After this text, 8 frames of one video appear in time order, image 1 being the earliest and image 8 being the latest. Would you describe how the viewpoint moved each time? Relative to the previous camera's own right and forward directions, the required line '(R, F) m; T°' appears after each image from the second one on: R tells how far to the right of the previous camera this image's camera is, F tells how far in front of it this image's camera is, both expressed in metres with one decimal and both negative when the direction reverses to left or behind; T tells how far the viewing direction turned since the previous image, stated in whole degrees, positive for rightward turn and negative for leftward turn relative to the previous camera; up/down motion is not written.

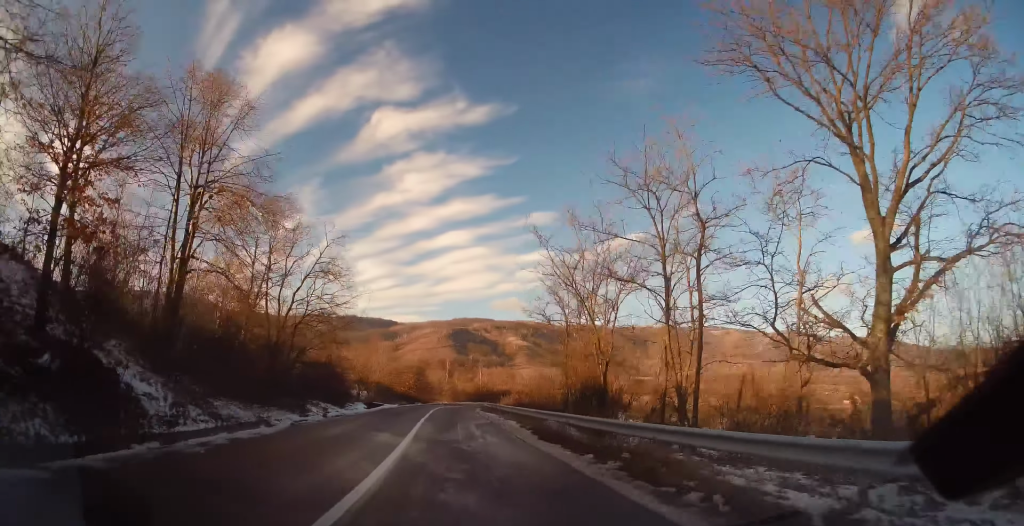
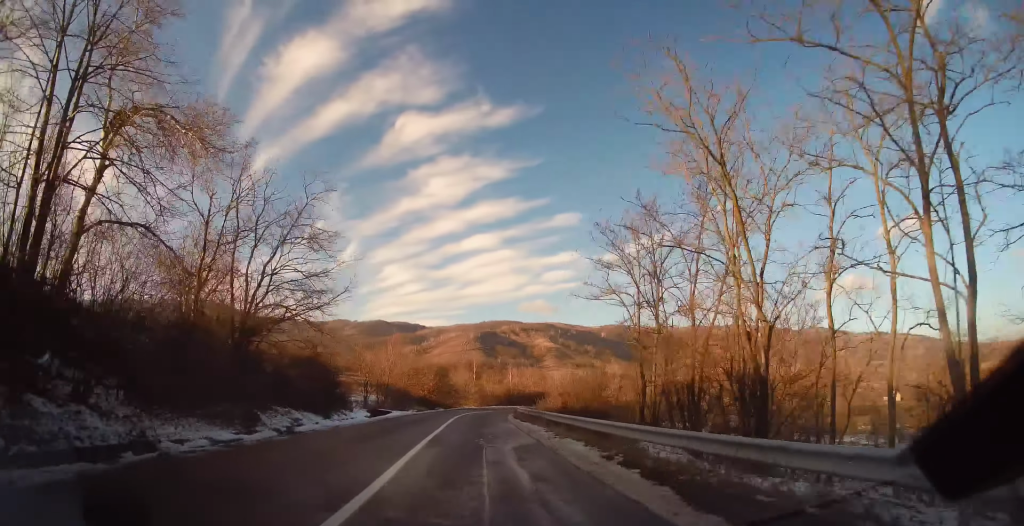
(+0.2, +9.2) m; -3°
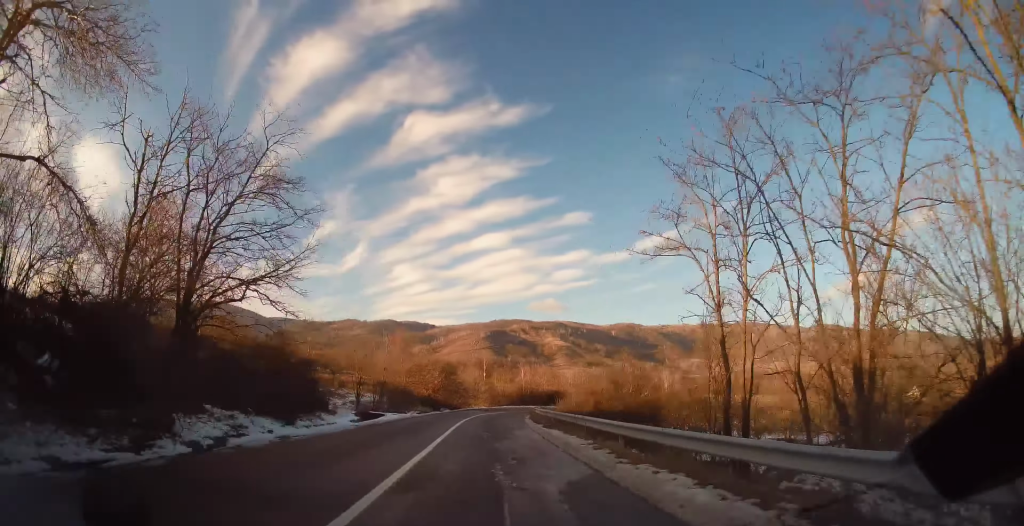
(-0.3, +6.4) m; 0°
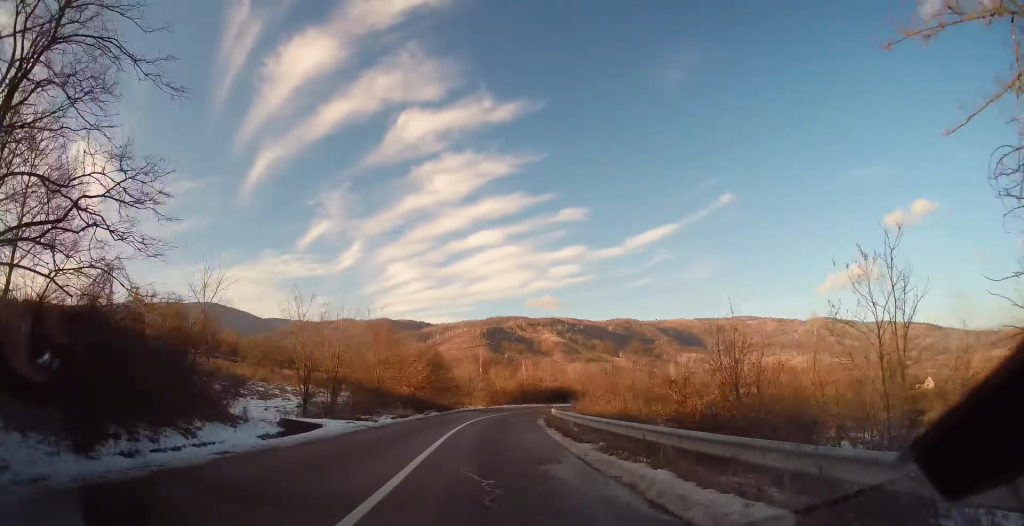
(-0.3, +11.5) m; +1°
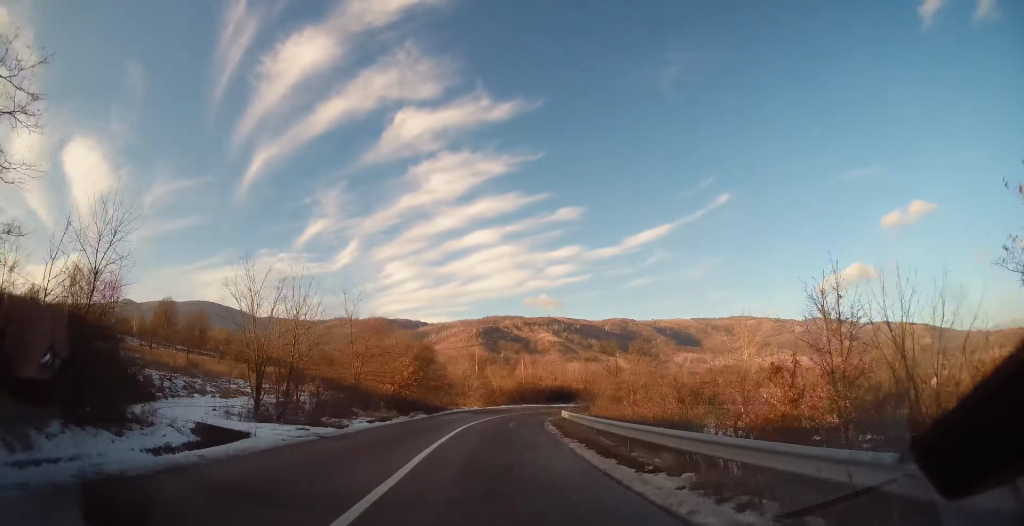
(+0.3, +6.0) m; +1°
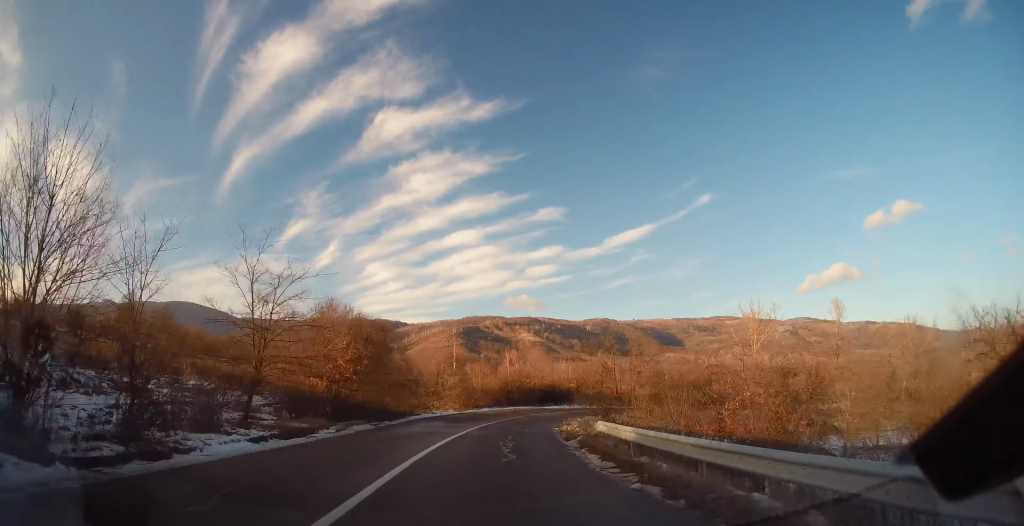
(+0.1, +12.5) m; +2°
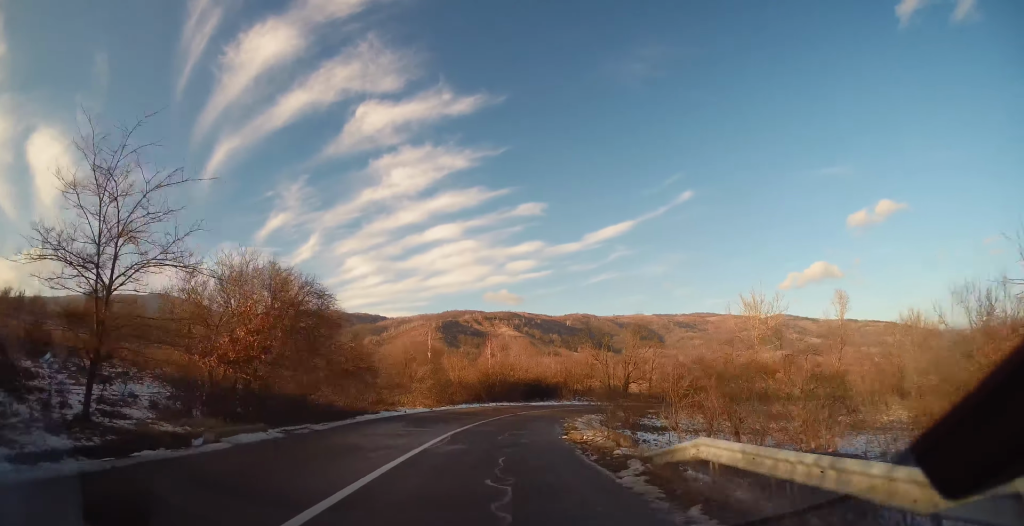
(-0.1, +8.4) m; +2°
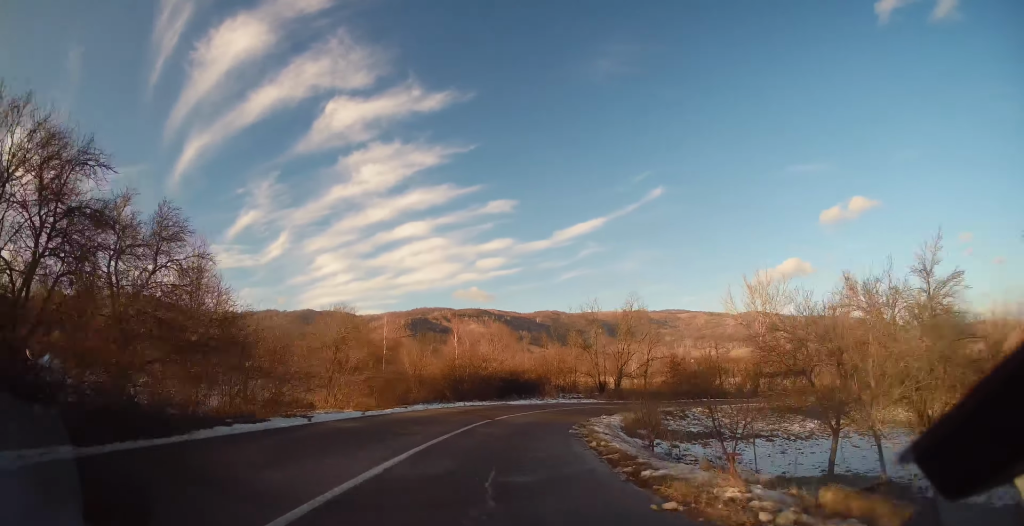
(+0.5, +12.1) m; +6°
